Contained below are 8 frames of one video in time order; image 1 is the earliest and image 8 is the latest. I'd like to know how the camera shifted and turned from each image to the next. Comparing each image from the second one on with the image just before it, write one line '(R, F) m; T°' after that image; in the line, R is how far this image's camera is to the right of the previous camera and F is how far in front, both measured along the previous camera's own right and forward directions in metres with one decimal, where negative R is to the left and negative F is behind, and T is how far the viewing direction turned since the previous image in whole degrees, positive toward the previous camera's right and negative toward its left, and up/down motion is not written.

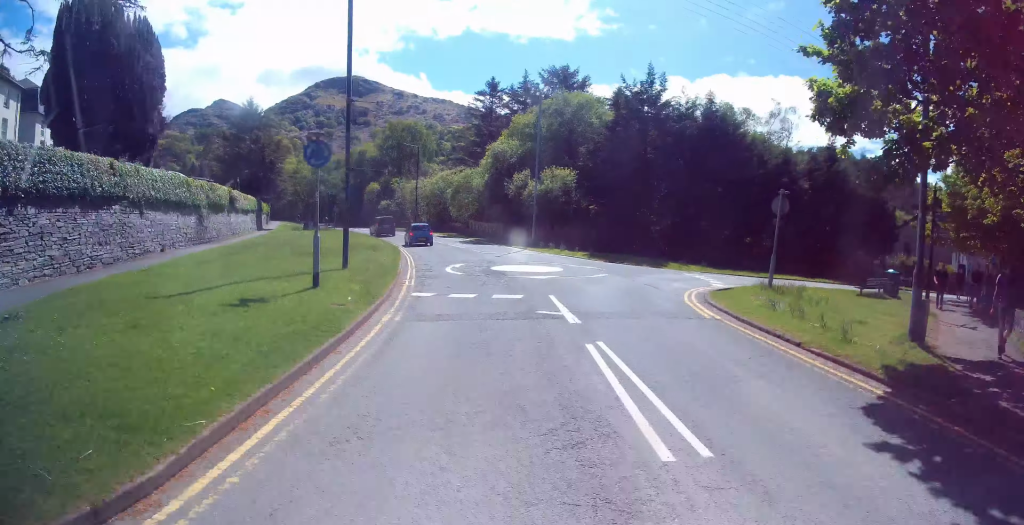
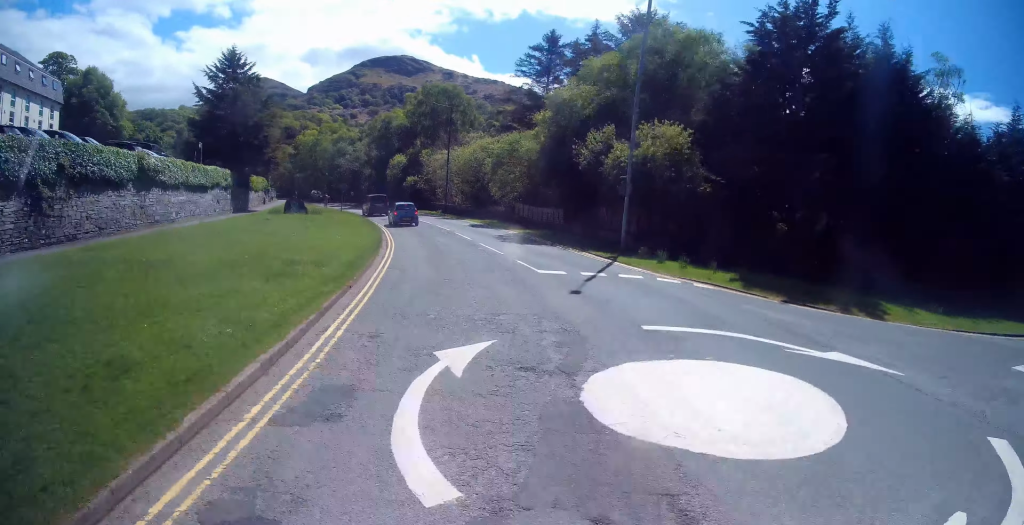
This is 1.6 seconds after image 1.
(0.0, +15.1) m; -2°
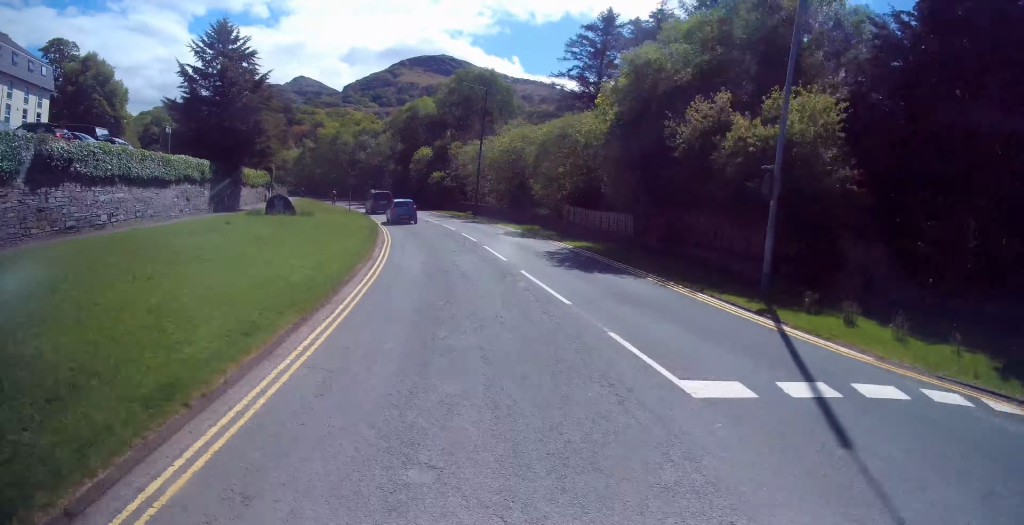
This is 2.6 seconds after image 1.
(-0.3, +8.6) m; -2°
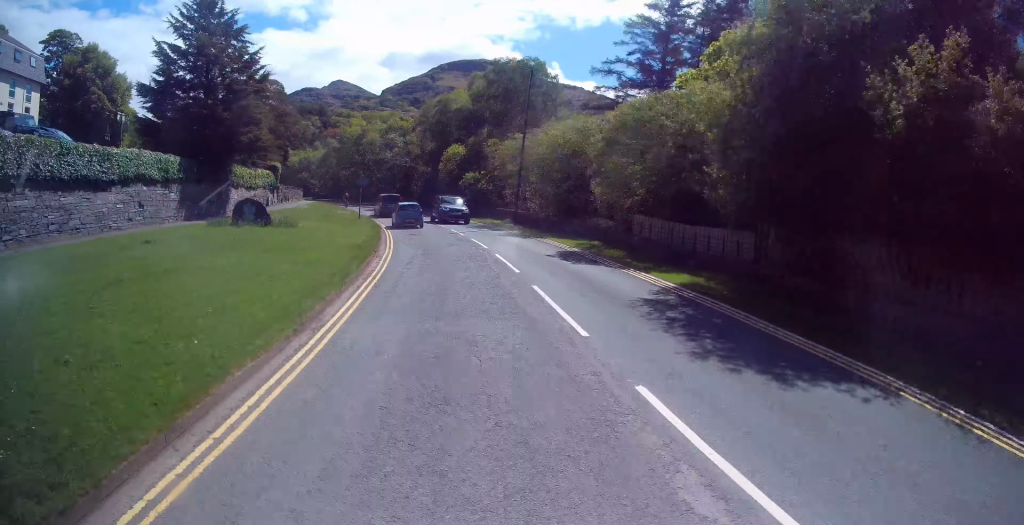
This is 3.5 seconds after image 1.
(-0.1, +8.1) m; -3°
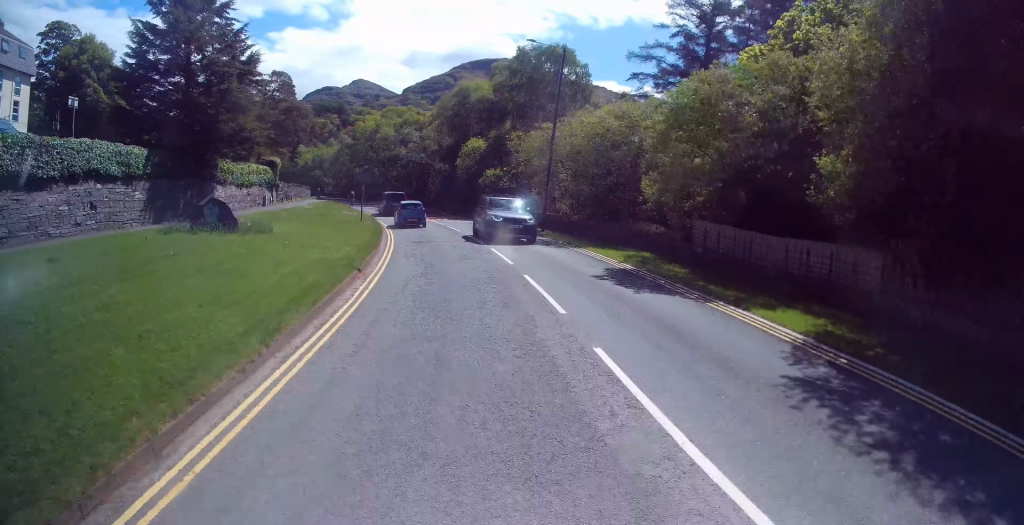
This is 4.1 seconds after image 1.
(0.0, +4.9) m; -3°
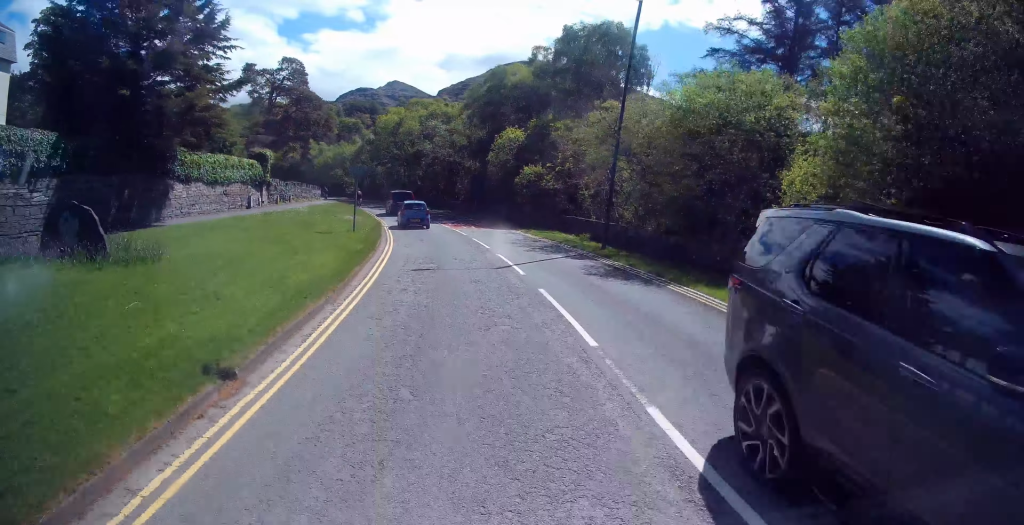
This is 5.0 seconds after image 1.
(-0.6, +8.1) m; -5°
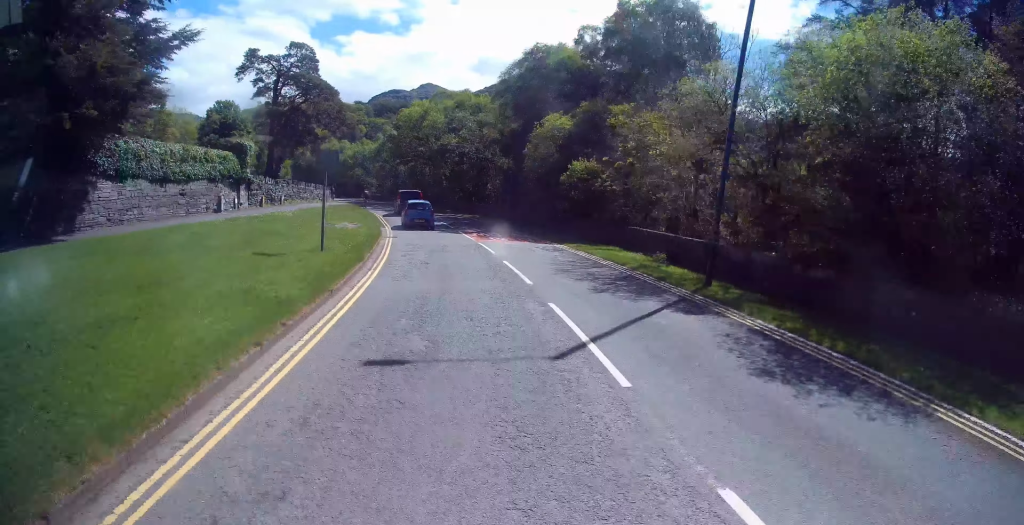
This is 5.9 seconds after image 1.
(-0.1, +7.5) m; -1°
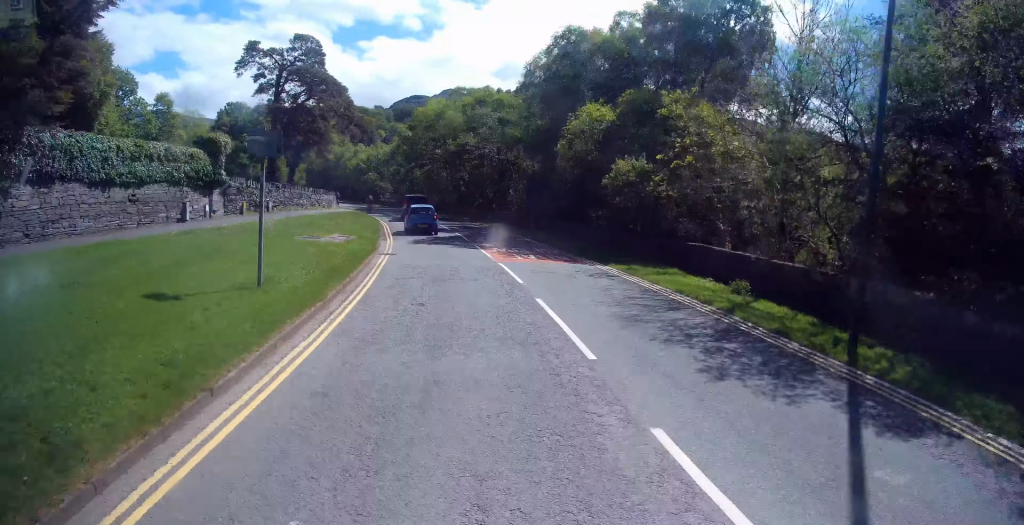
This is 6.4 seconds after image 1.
(0.0, +5.0) m; -2°
